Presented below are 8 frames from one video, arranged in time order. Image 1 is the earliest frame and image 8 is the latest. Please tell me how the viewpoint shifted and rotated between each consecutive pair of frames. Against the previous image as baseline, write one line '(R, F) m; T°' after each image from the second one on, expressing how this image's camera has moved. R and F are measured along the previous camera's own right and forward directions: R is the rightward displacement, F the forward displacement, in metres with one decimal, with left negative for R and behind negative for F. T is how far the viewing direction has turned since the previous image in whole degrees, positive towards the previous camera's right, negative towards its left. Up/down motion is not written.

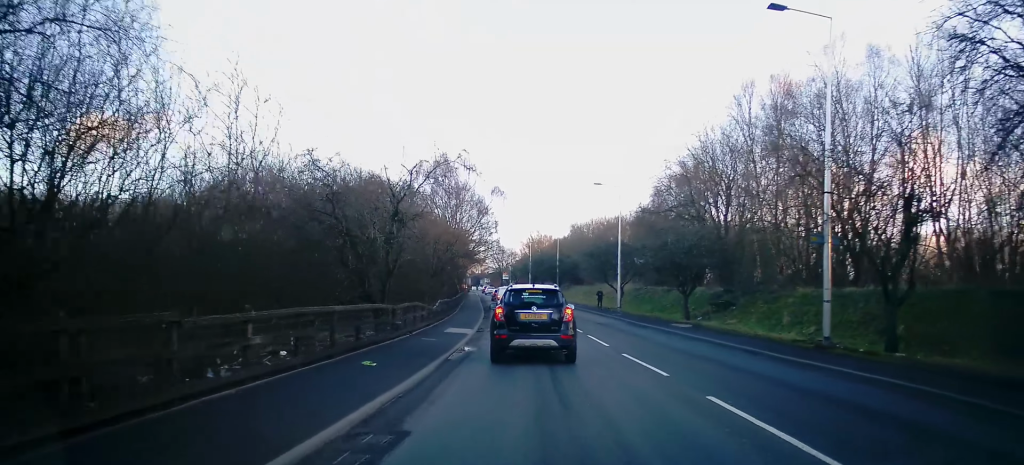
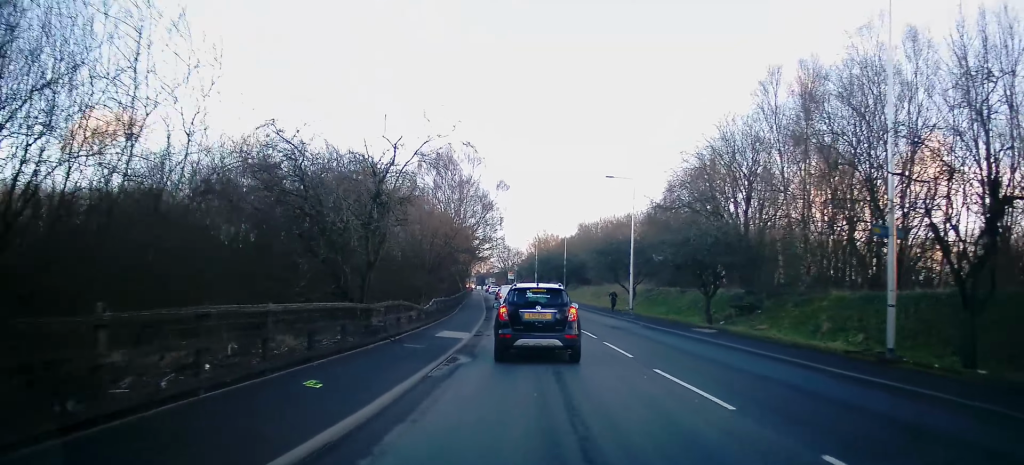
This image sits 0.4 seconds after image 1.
(-0.1, +3.3) m; 0°
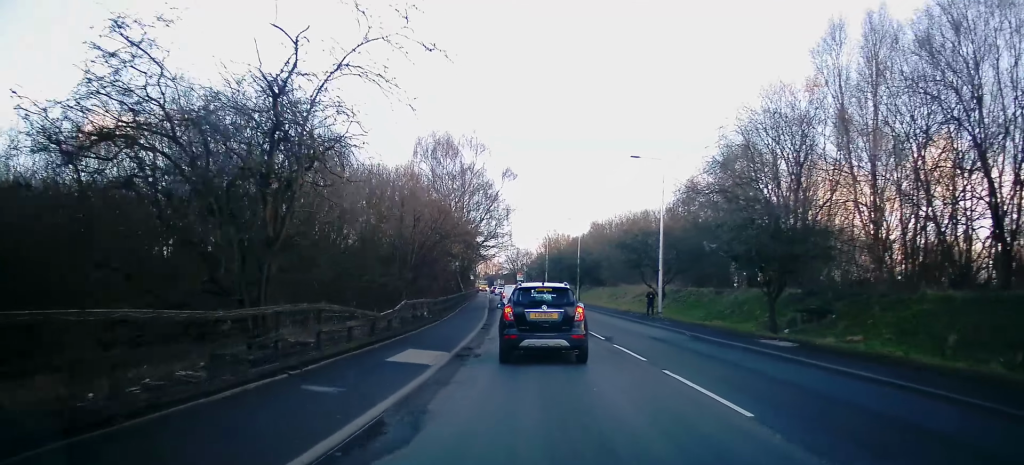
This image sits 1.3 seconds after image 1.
(0.0, +7.3) m; 0°
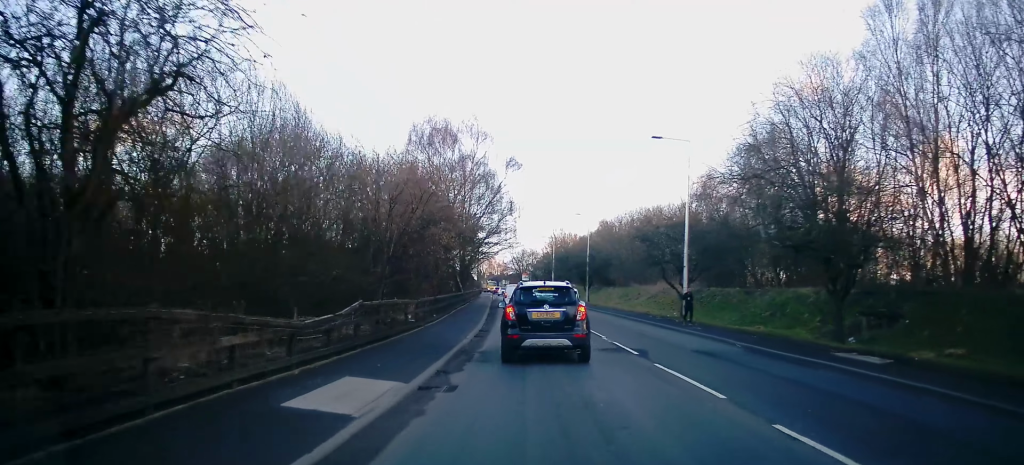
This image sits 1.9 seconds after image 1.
(+0.1, +5.0) m; 0°
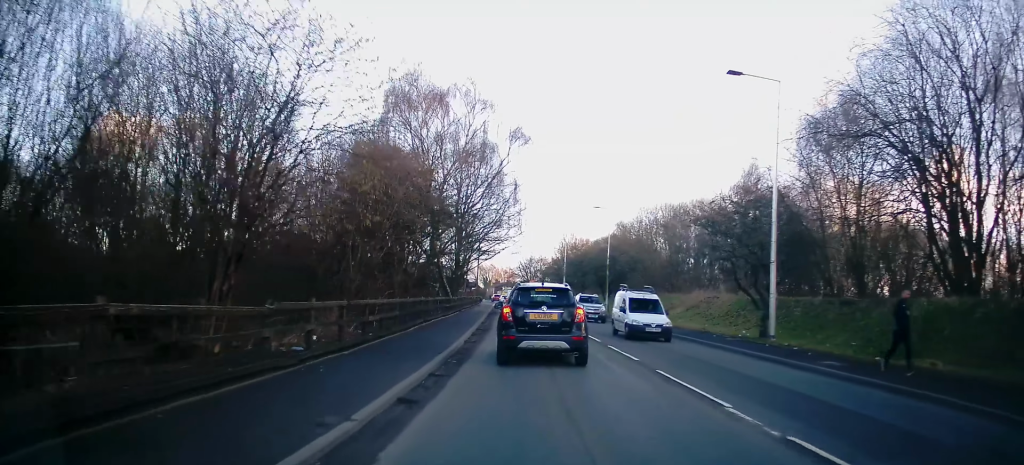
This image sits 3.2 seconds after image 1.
(-0.5, +11.6) m; -2°
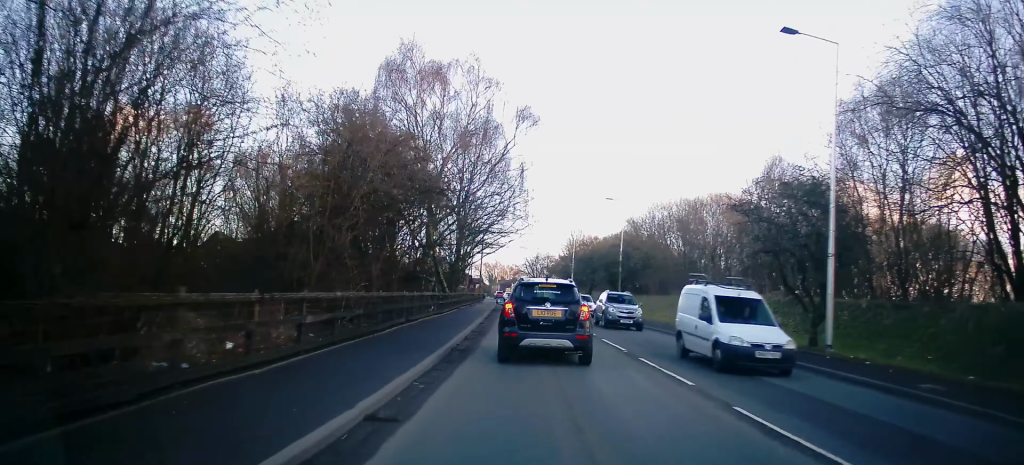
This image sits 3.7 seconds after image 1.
(-0.1, +4.2) m; +1°
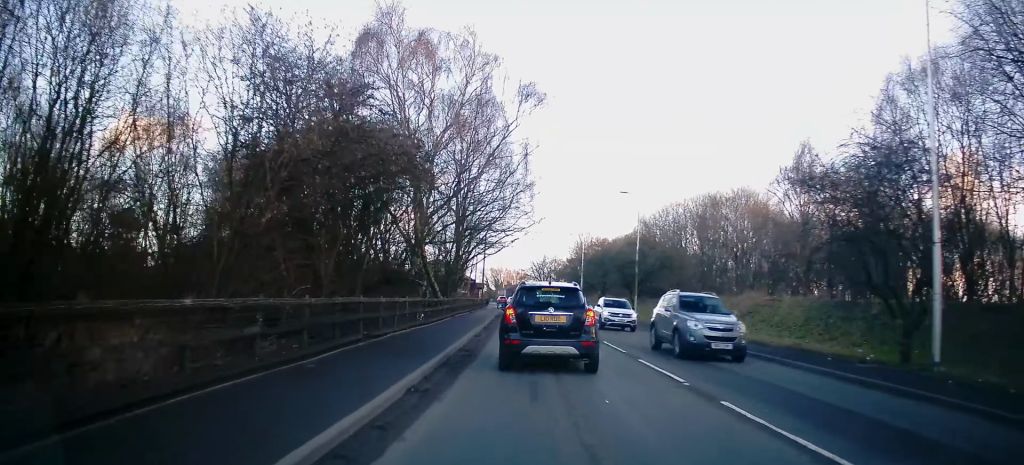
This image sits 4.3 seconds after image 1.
(+0.2, +5.2) m; -1°
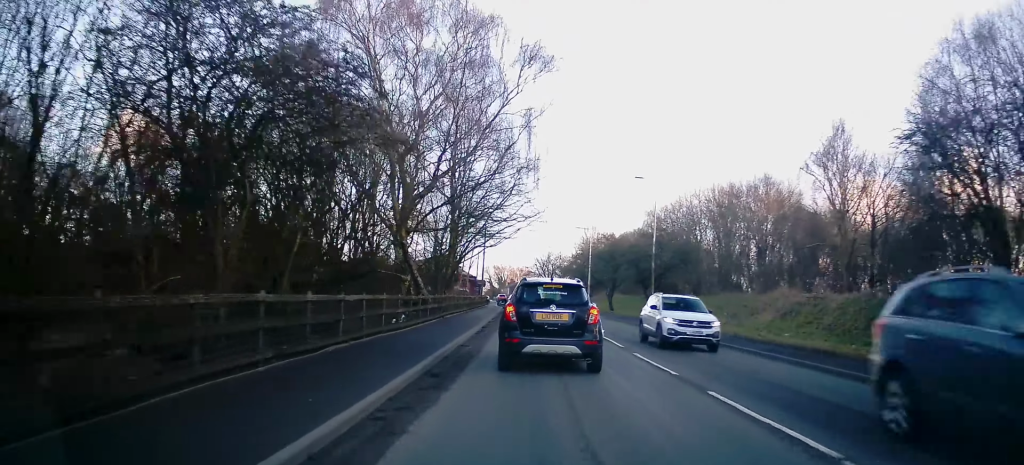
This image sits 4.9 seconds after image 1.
(+0.2, +5.1) m; -1°
